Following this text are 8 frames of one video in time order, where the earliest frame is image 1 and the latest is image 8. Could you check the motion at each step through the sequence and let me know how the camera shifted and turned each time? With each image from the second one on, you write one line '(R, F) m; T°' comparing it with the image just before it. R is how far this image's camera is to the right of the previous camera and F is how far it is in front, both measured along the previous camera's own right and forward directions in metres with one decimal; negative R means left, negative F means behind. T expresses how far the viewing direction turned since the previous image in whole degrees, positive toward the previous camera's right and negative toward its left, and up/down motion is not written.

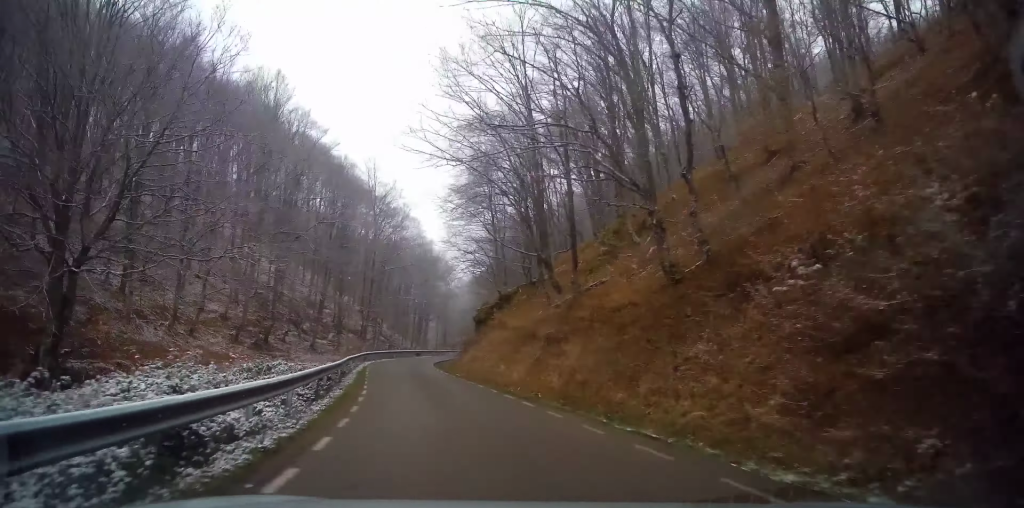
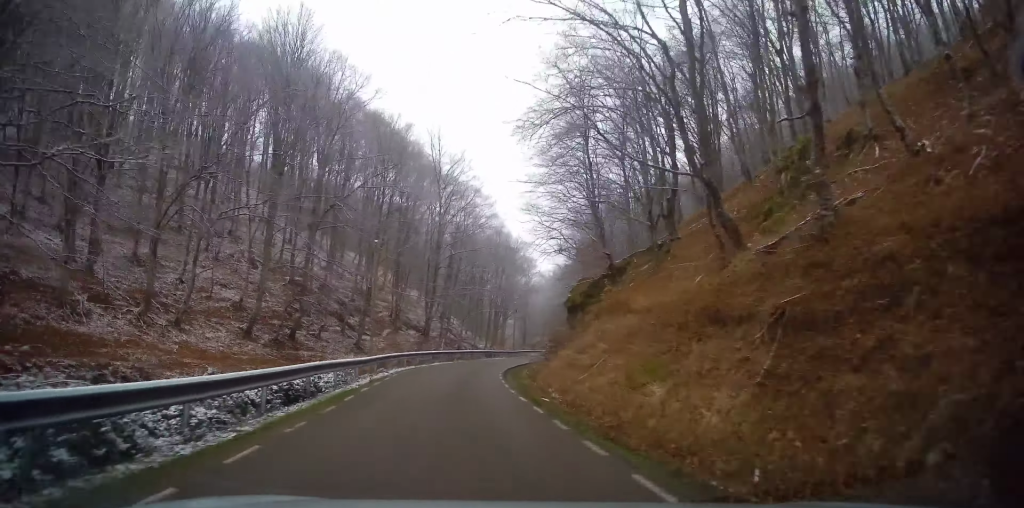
(-0.9, +13.8) m; -6°
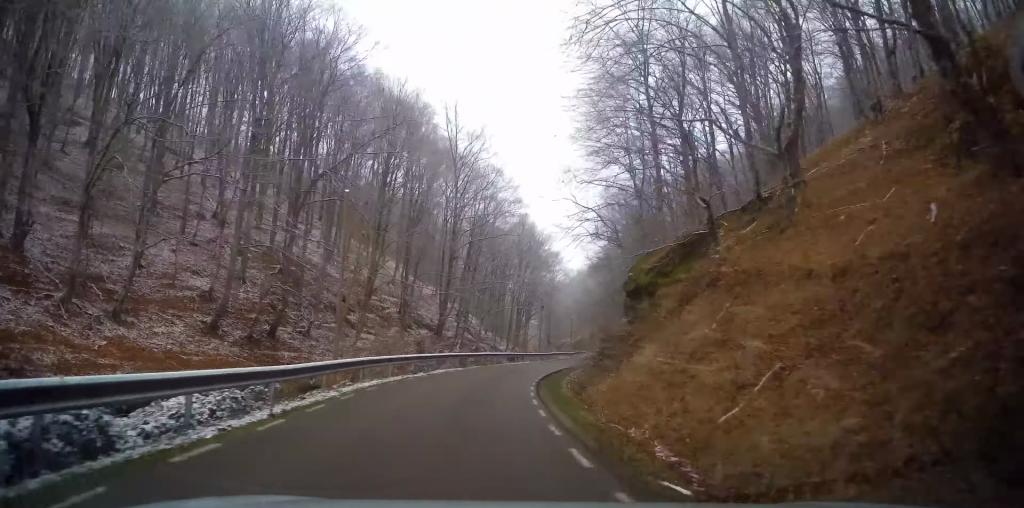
(-0.3, +8.7) m; +1°
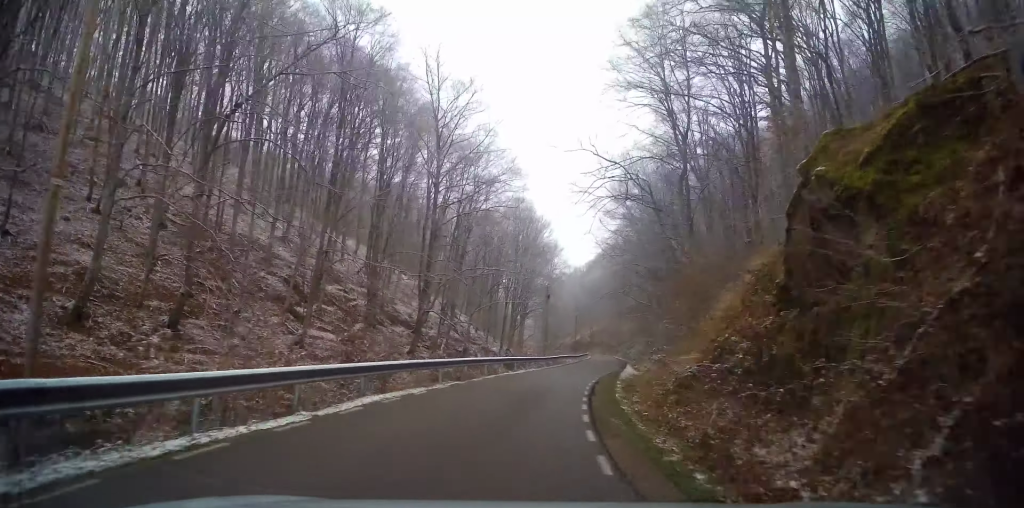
(-0.1, +12.3) m; +2°
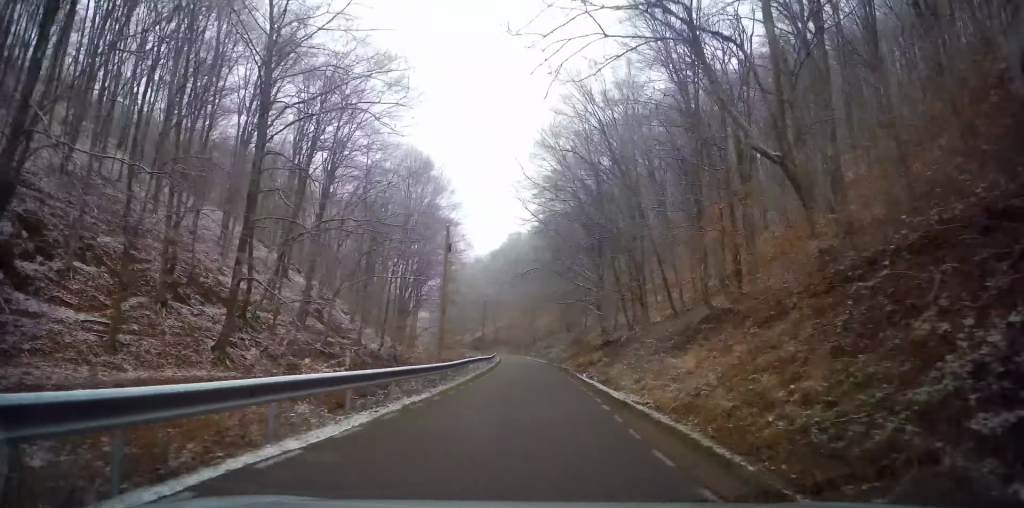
(+1.2, +20.0) m; +6°
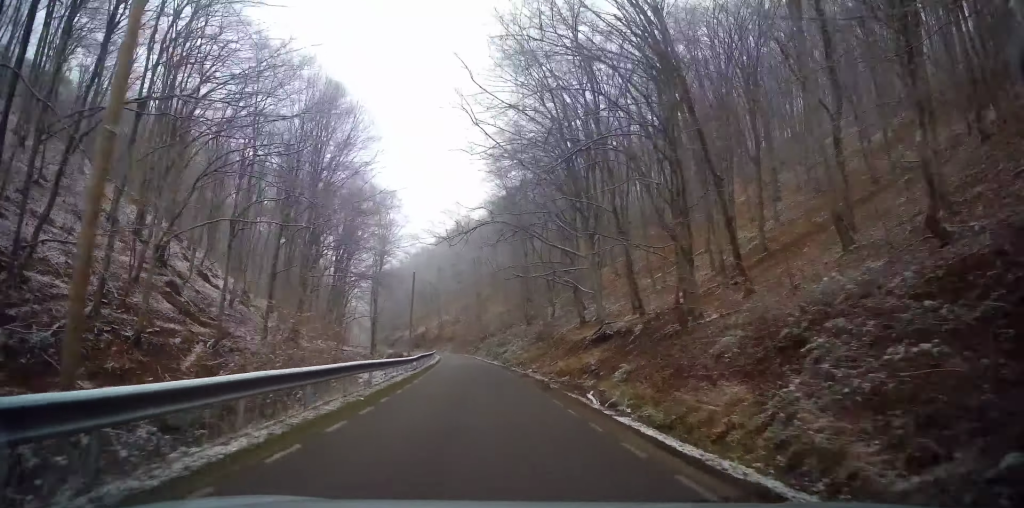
(+0.7, +18.0) m; +3°
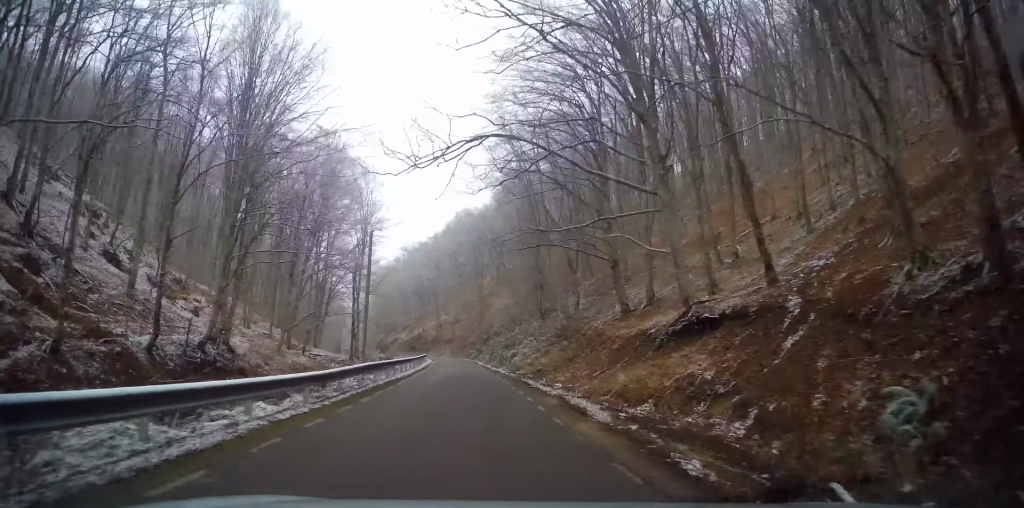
(+0.5, +13.4) m; 0°
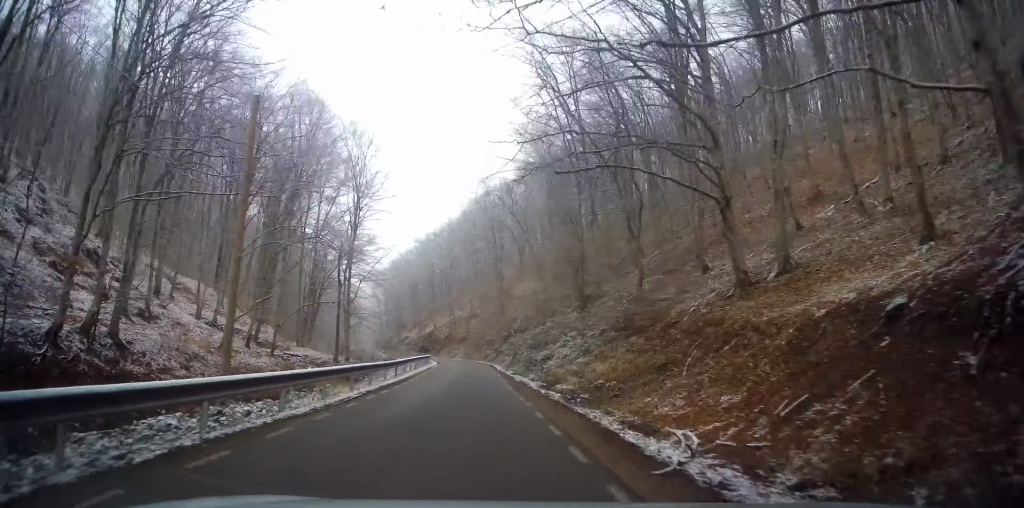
(-0.5, +13.0) m; -2°
